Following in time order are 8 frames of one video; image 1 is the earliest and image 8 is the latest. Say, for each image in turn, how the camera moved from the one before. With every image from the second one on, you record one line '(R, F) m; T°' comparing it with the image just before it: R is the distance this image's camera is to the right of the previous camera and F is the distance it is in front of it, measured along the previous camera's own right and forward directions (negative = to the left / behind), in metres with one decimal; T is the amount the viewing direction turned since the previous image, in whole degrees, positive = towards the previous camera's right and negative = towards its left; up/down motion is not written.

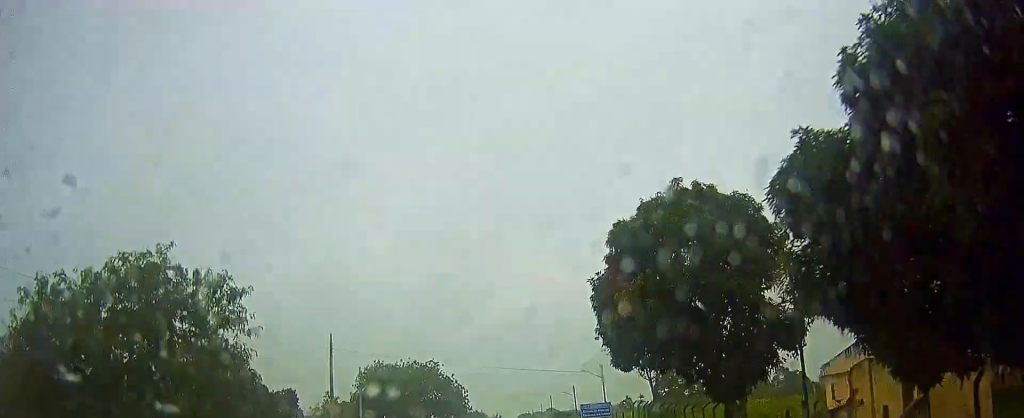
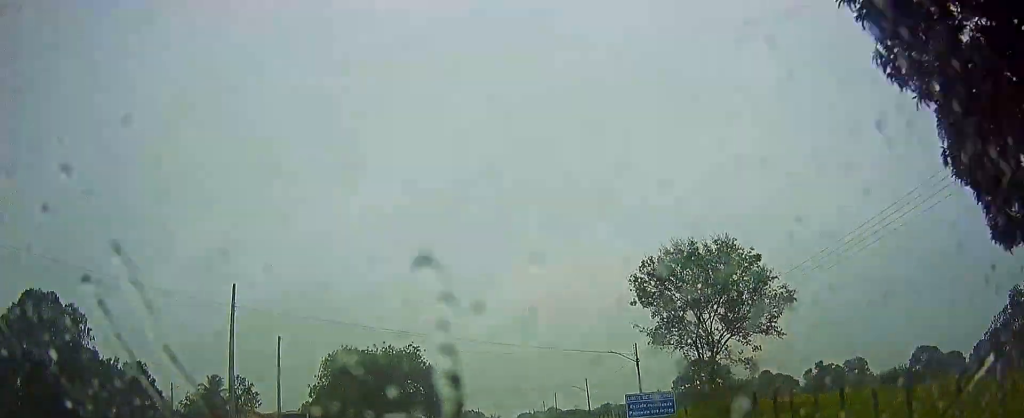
(0.0, +19.0) m; 0°
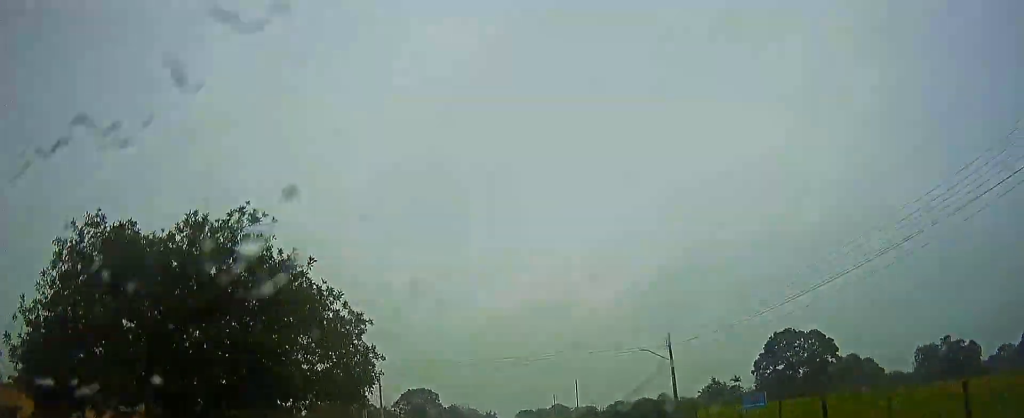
(-0.1, +47.9) m; +1°
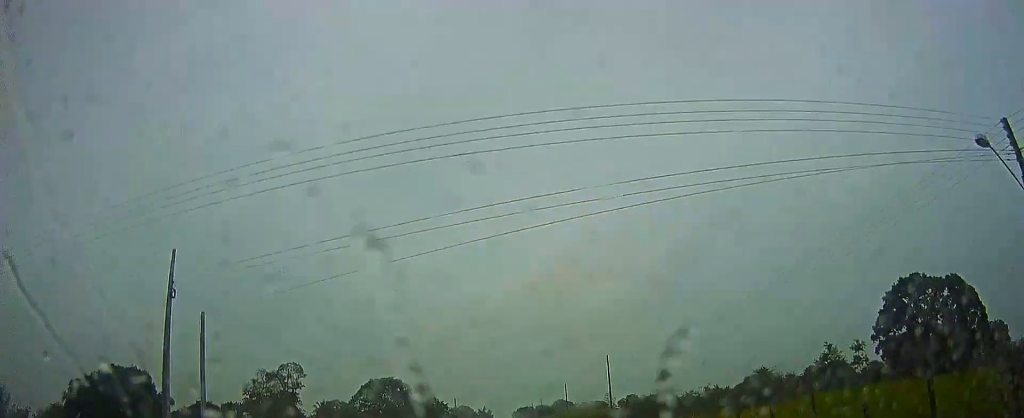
(+0.2, +34.5) m; 0°
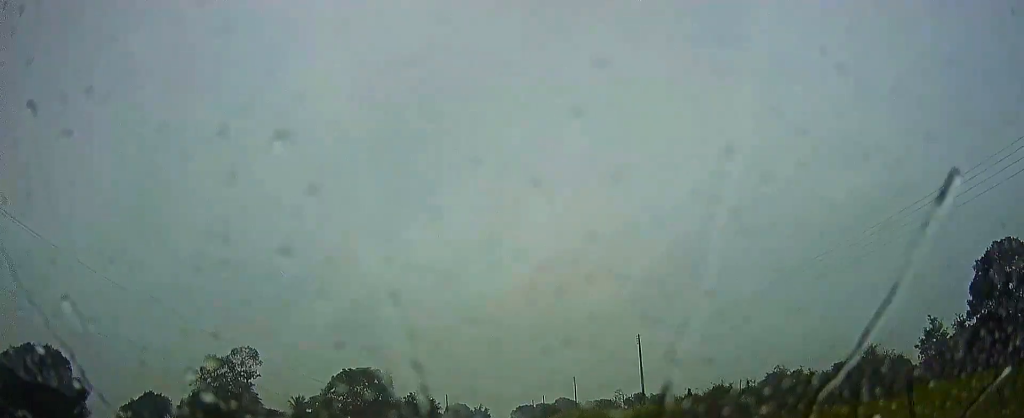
(0.0, +16.3) m; 0°
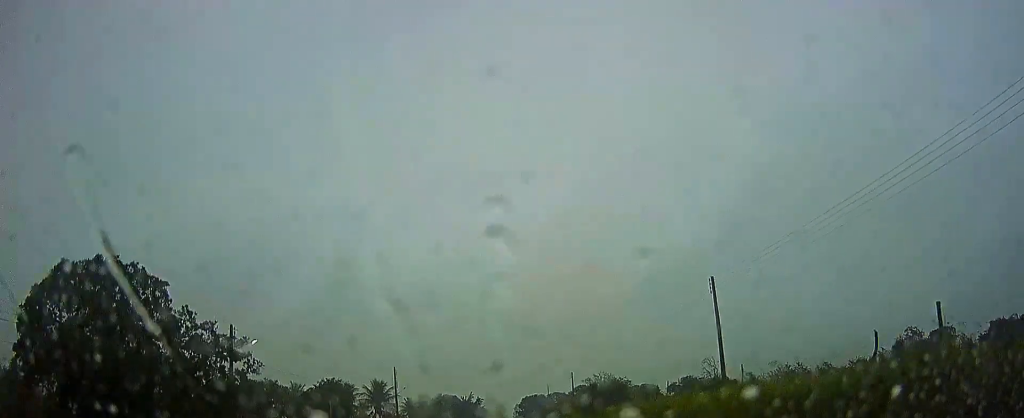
(+0.1, +60.4) m; +1°
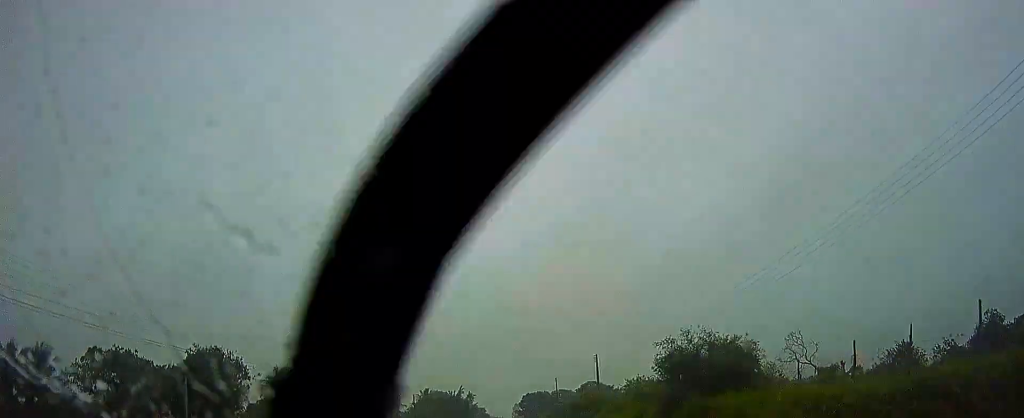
(+0.2, +24.5) m; +1°
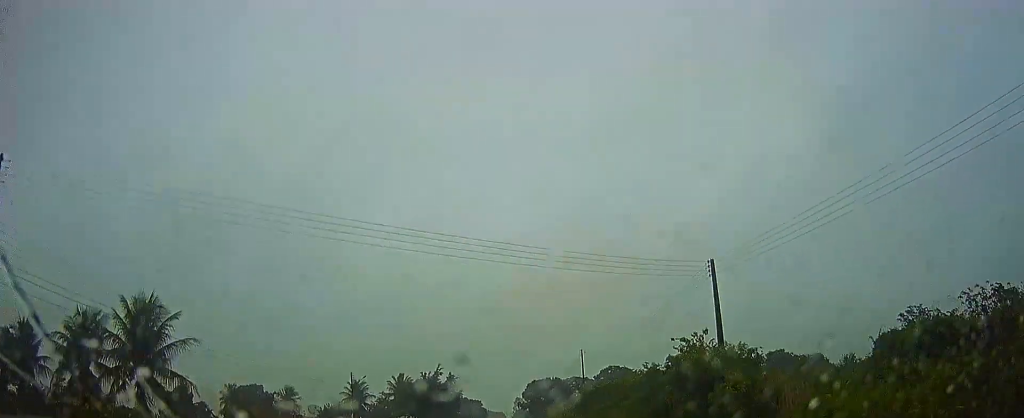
(+0.2, +34.5) m; 0°
